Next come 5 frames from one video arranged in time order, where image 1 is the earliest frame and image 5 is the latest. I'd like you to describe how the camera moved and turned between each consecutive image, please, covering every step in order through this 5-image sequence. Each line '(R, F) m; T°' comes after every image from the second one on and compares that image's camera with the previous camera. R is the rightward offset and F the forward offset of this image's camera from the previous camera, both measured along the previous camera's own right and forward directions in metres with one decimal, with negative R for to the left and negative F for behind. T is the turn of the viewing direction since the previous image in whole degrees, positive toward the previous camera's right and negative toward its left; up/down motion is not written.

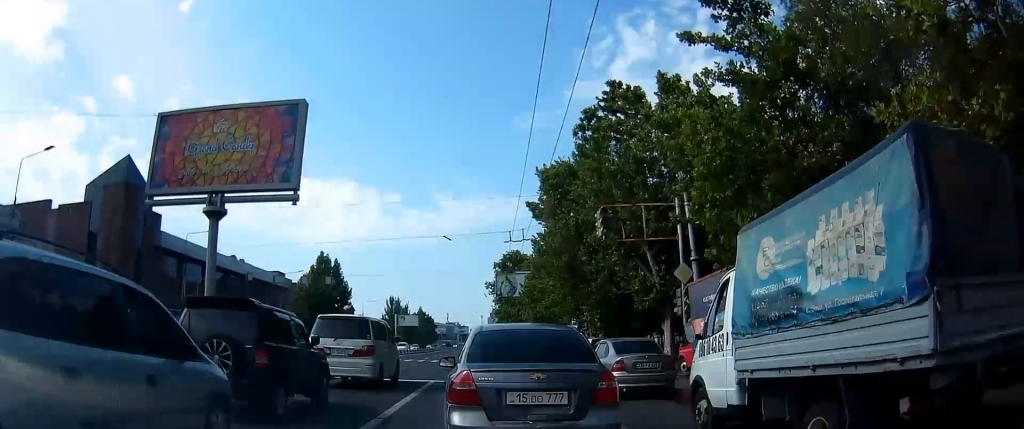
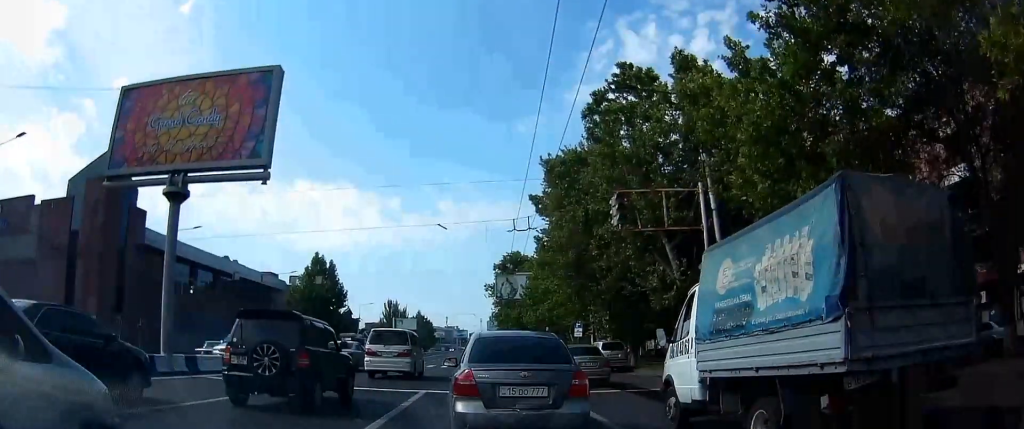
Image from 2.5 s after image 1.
(0.0, +0.3) m; 0°
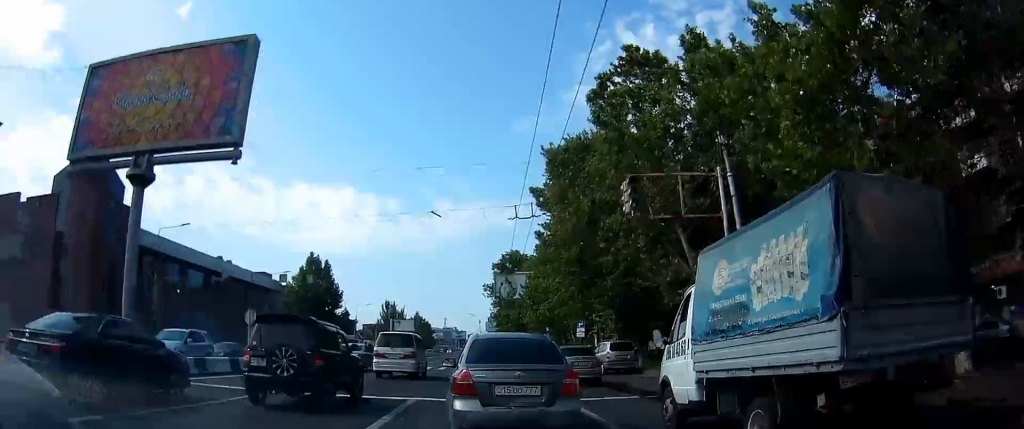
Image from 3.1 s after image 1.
(+0.2, +0.3) m; 0°
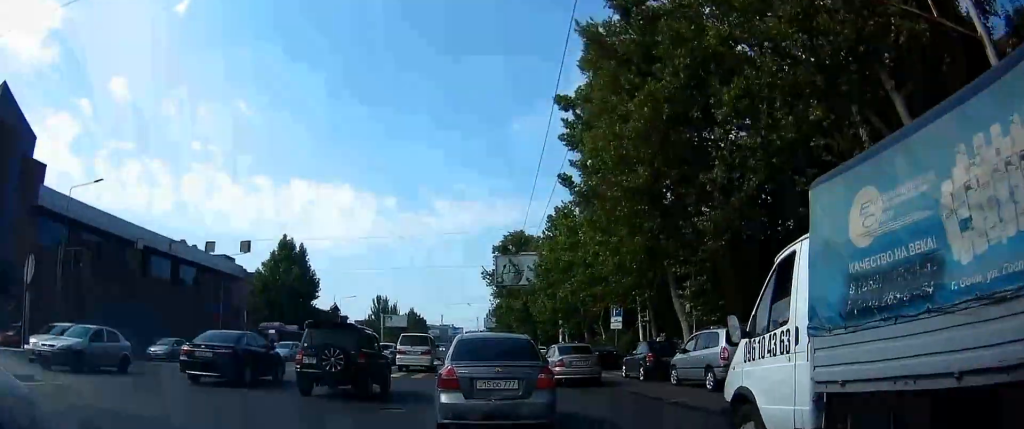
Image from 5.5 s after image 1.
(0.0, +6.3) m; -5°
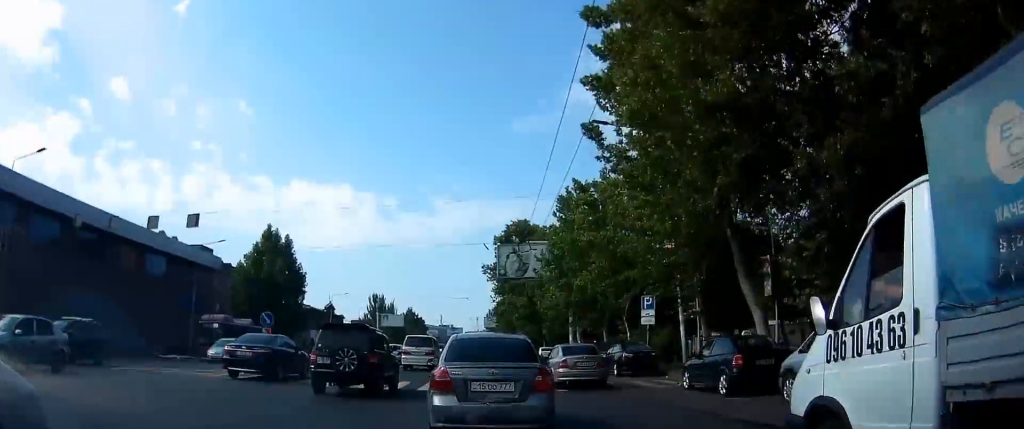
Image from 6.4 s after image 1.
(0.0, +5.8) m; +3°
